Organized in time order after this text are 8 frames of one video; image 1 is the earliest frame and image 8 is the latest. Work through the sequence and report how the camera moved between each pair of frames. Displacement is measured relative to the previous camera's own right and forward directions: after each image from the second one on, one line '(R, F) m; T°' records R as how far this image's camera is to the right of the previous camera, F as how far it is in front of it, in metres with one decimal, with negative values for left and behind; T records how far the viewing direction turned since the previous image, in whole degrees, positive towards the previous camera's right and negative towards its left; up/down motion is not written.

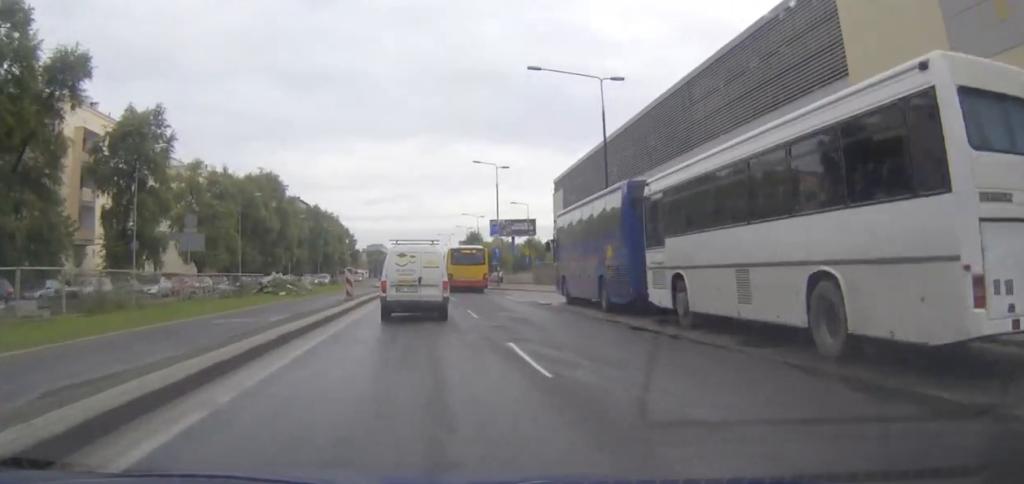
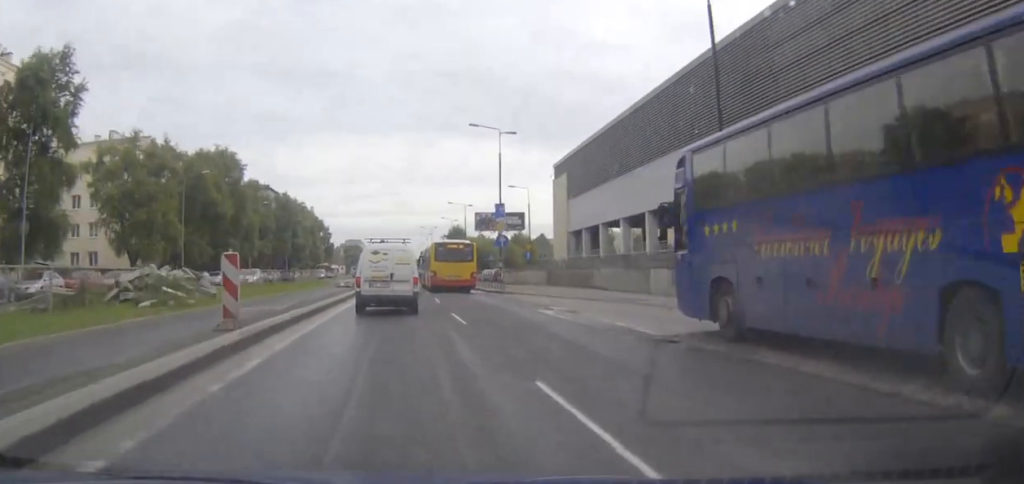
(0.0, +16.2) m; 0°
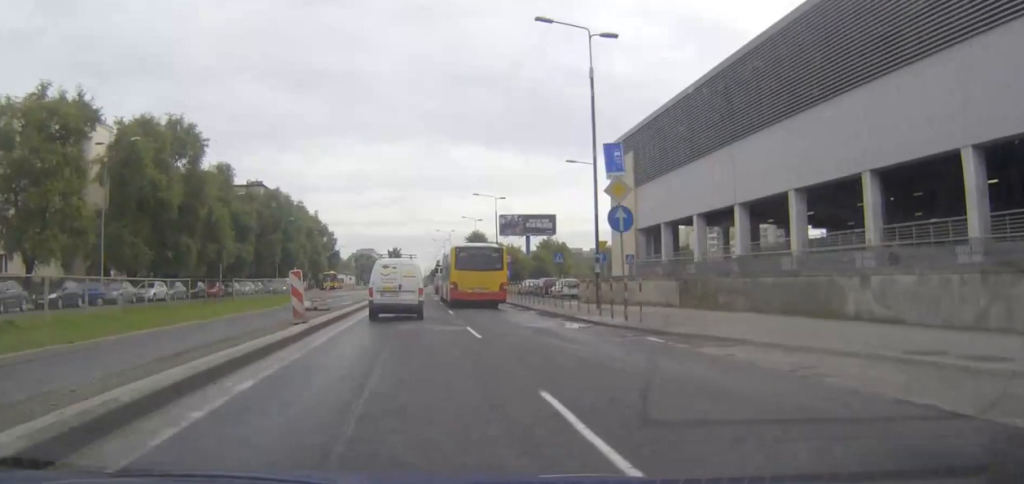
(-0.2, +24.2) m; -1°
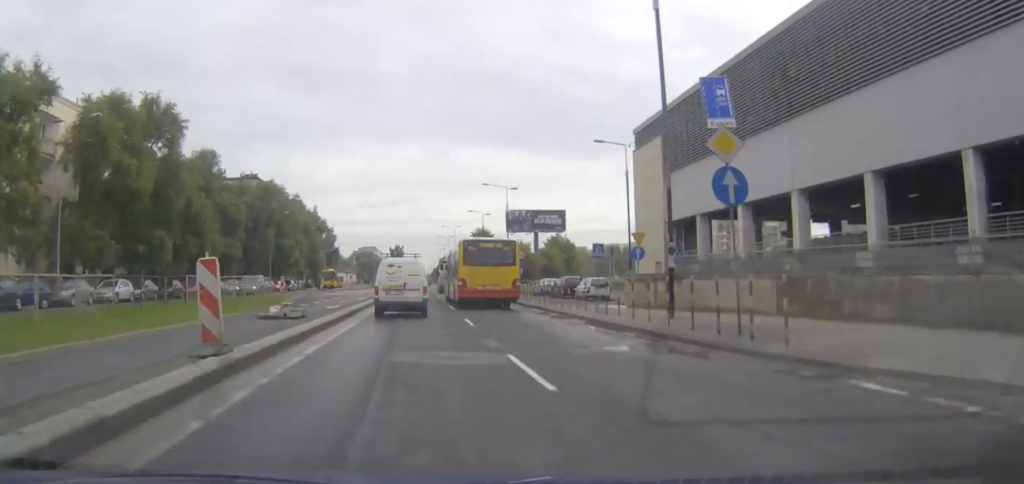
(0.0, +7.6) m; 0°
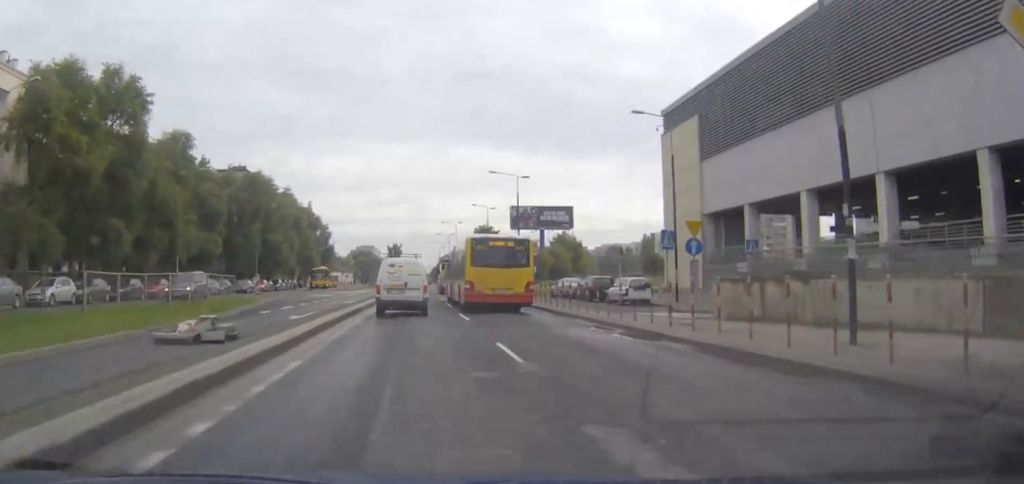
(0.0, +8.7) m; 0°
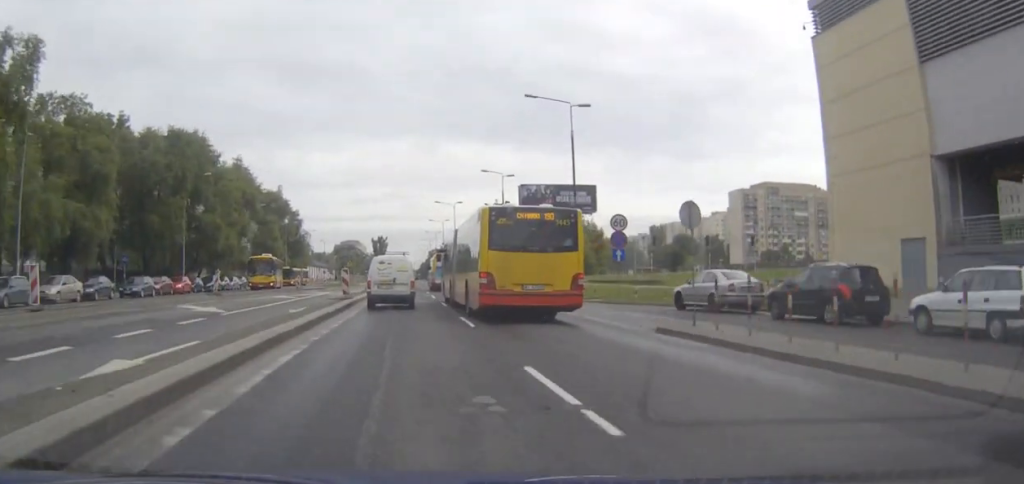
(0.0, +28.7) m; 0°
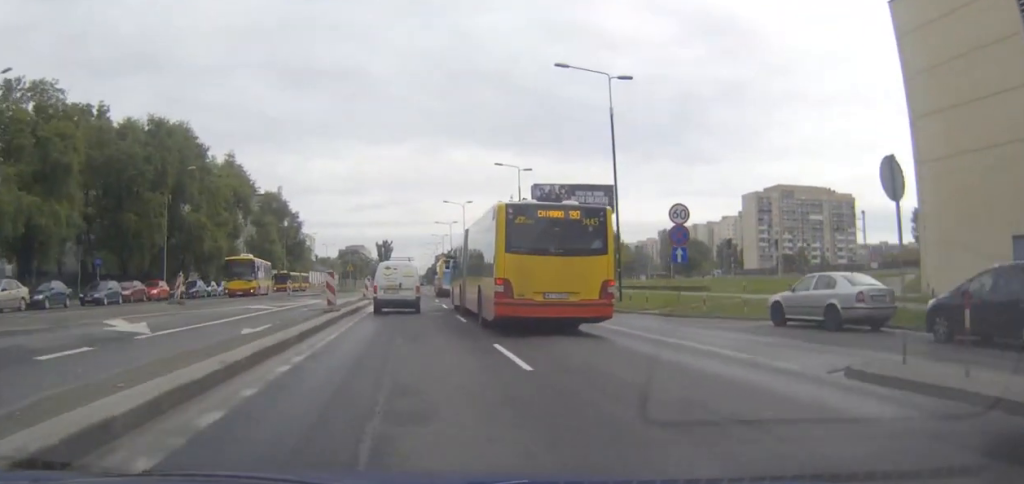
(0.0, +7.6) m; 0°
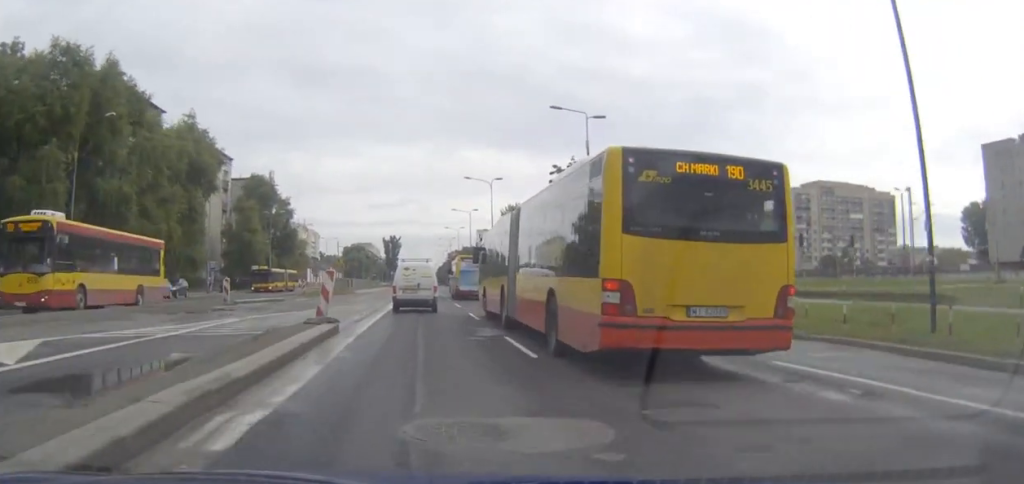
(0.0, +21.9) m; 0°
